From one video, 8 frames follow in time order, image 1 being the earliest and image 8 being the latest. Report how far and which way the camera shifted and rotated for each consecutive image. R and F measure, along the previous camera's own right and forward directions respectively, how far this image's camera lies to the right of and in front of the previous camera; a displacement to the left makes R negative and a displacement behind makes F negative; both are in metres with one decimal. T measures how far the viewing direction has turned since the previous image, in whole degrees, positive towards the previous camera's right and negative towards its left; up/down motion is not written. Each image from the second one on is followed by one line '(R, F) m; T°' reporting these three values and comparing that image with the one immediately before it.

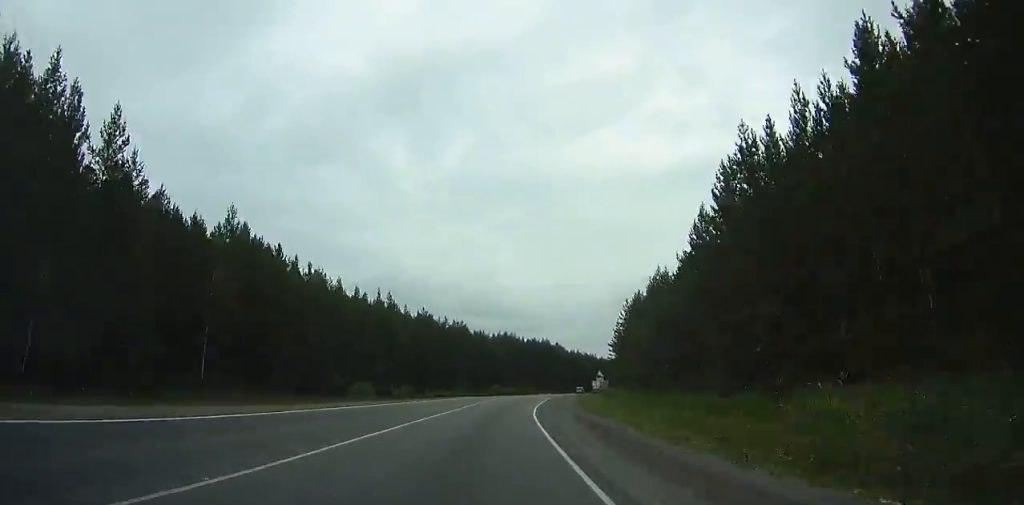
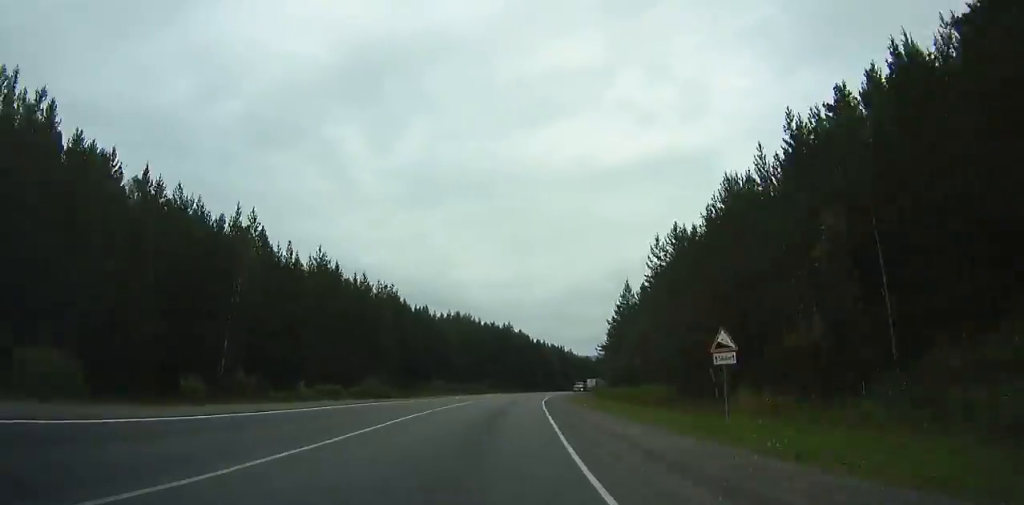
(+1.6, +37.4) m; +4°
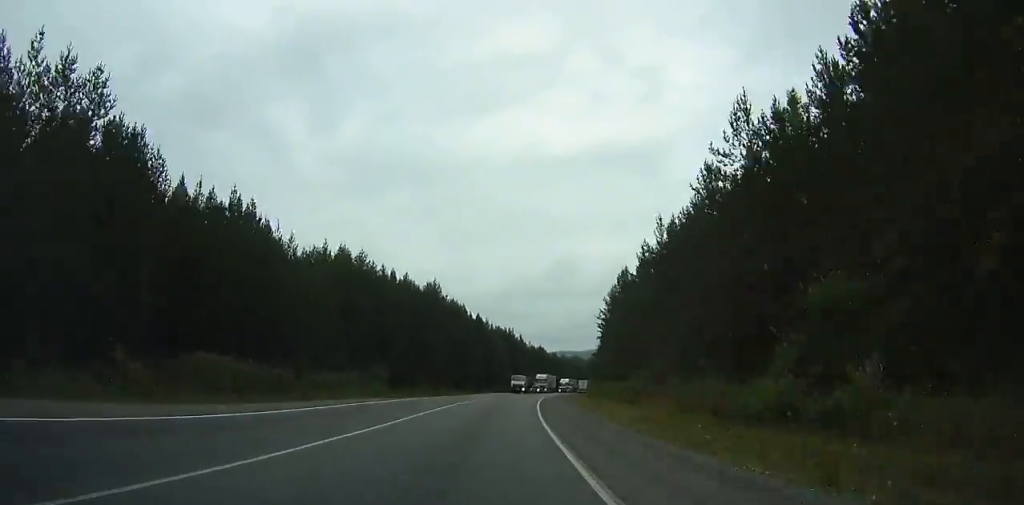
(+2.8, +56.1) m; +6°
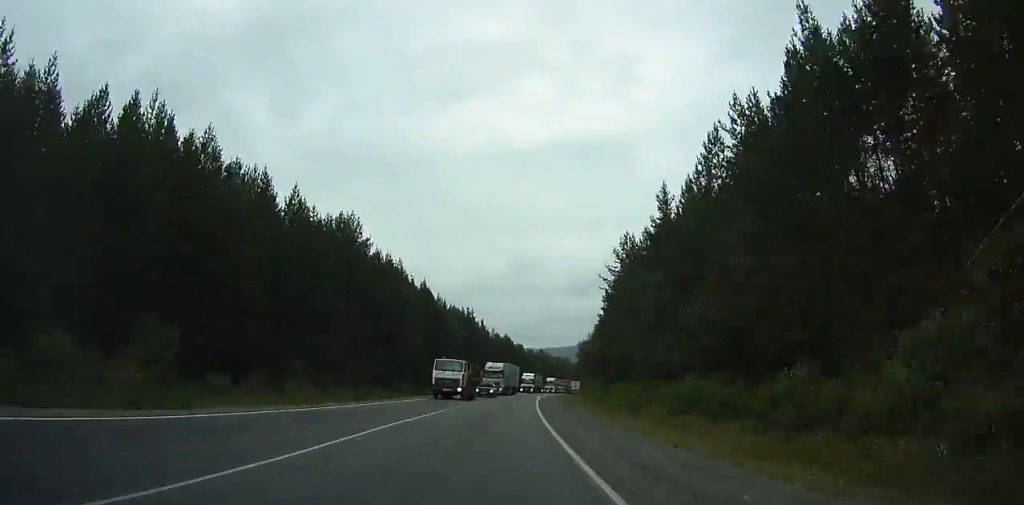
(+0.9, +35.5) m; +4°
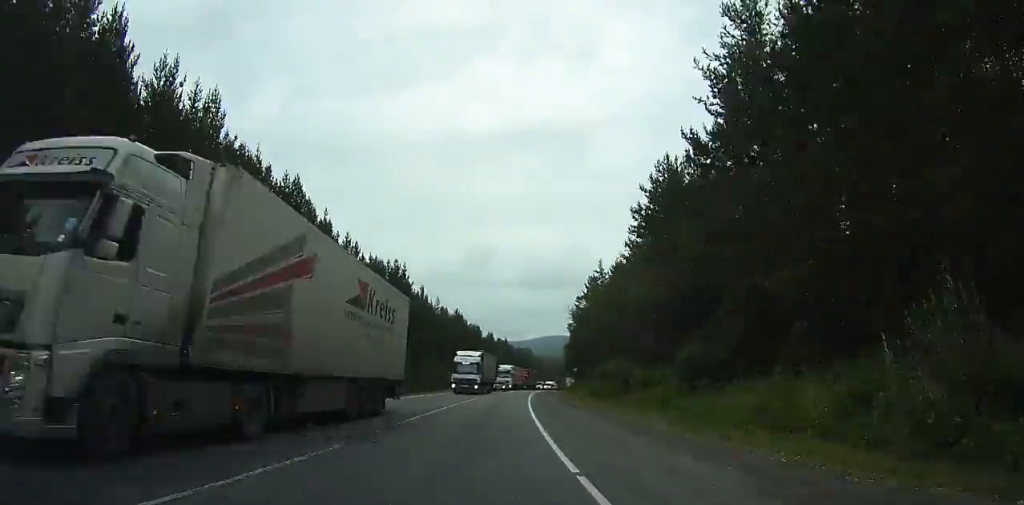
(+1.9, +41.5) m; +4°
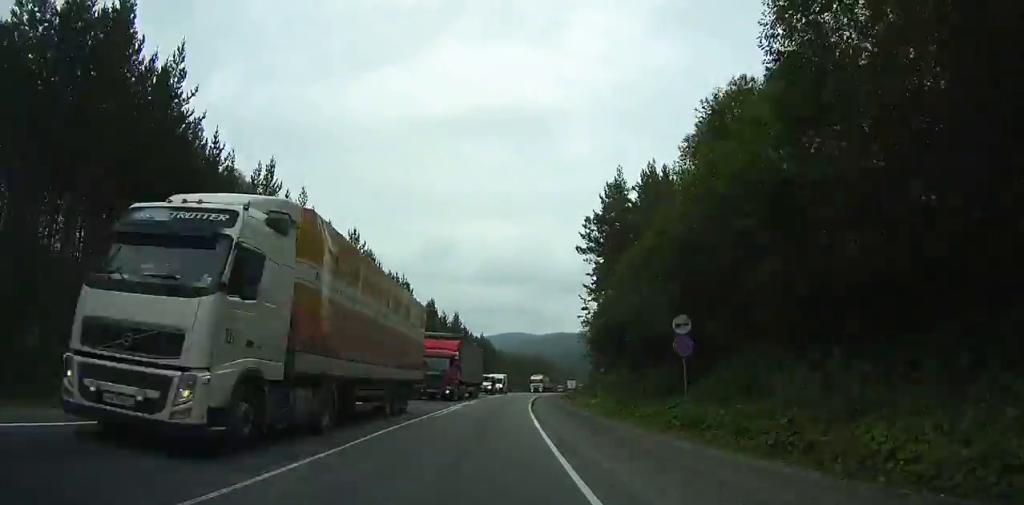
(+2.5, +57.8) m; +5°
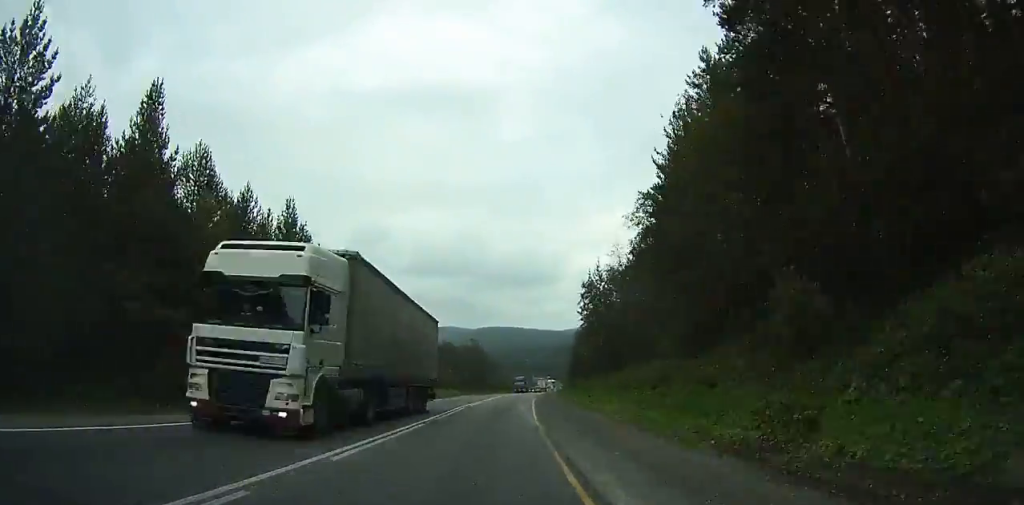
(+3.8, +70.0) m; +6°
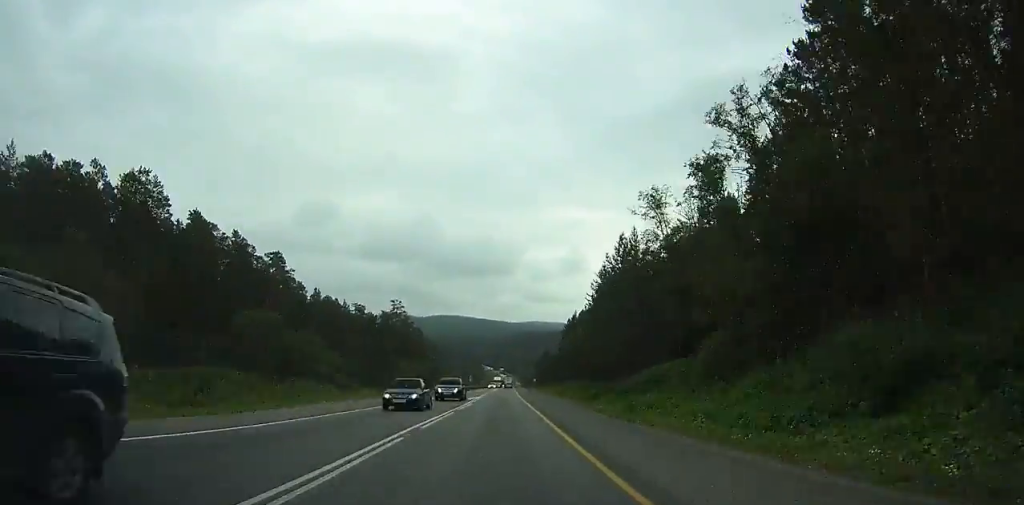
(+5.3, +96.3) m; +6°
